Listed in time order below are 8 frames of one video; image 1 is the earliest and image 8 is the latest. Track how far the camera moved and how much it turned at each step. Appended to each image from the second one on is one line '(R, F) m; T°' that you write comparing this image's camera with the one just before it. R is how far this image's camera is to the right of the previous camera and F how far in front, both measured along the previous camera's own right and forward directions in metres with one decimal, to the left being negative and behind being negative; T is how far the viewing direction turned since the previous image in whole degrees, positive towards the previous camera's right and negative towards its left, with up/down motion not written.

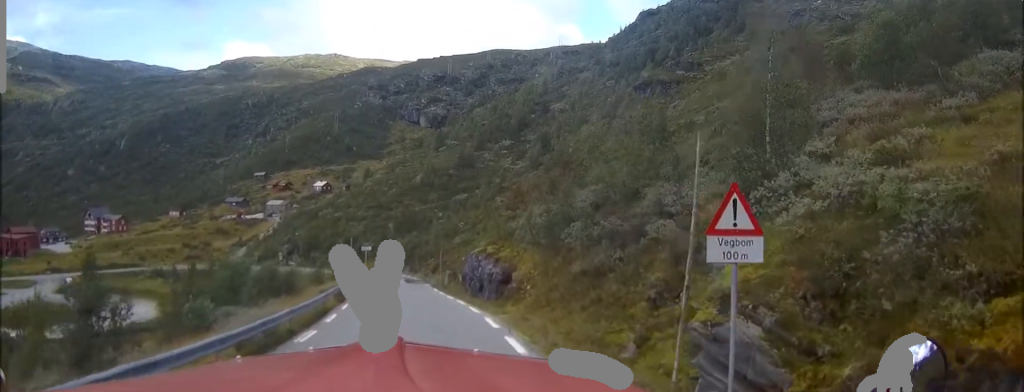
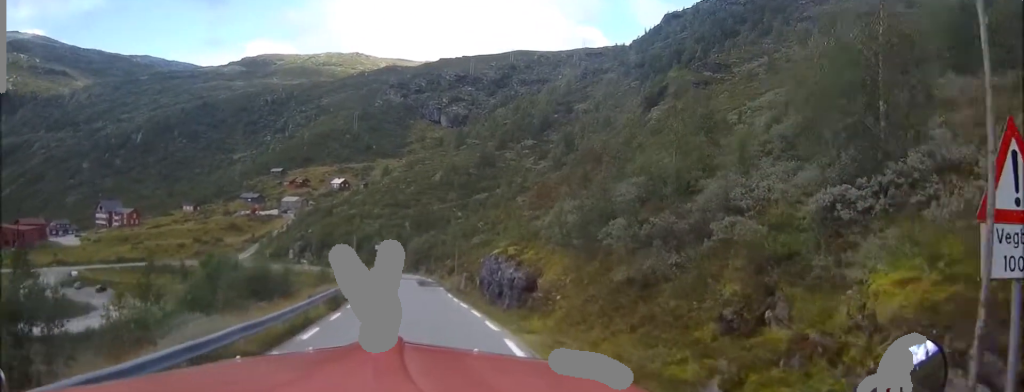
(-0.1, +5.4) m; -4°
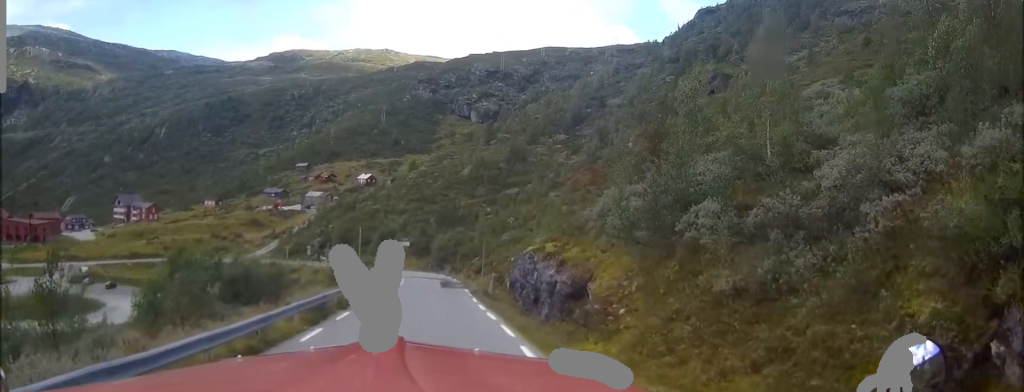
(-0.4, +7.2) m; -6°
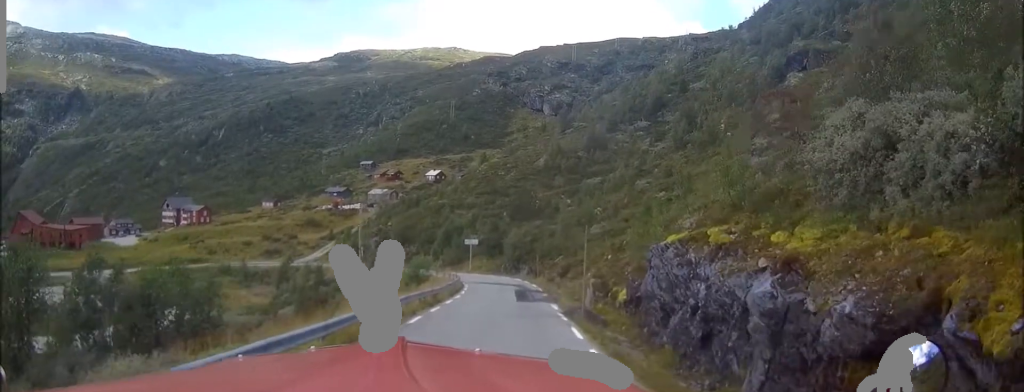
(-1.1, +16.9) m; -3°
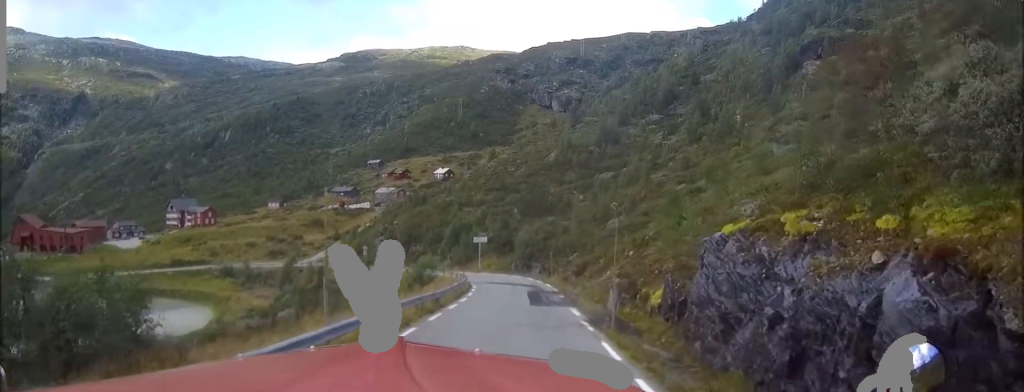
(+0.1, +4.8) m; +1°
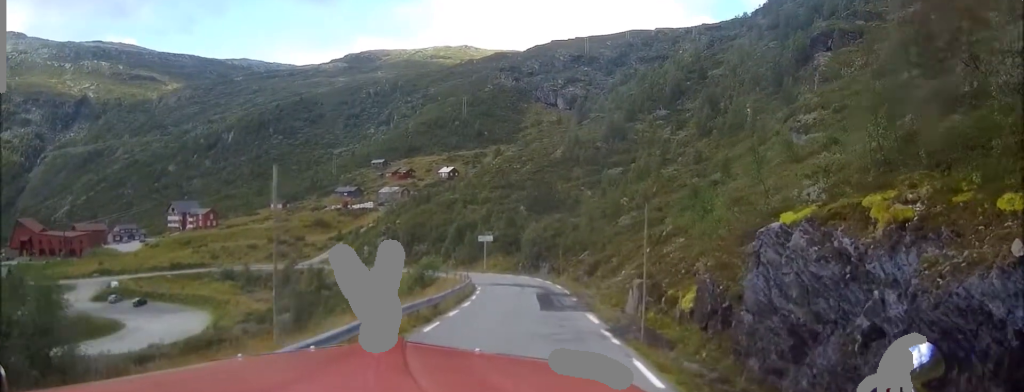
(0.0, +3.6) m; 0°
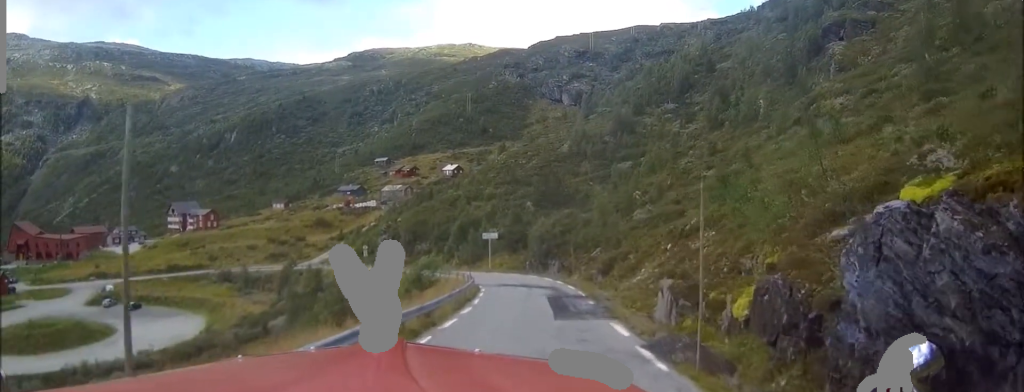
(0.0, +4.6) m; -1°
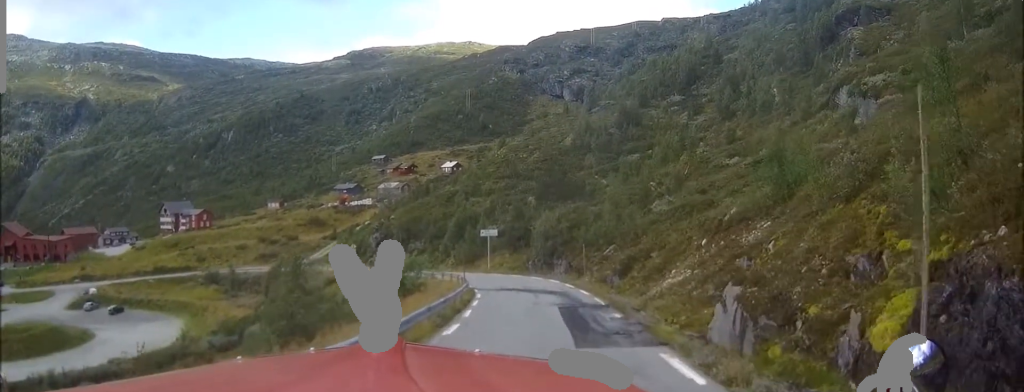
(-0.1, +7.5) m; +1°
